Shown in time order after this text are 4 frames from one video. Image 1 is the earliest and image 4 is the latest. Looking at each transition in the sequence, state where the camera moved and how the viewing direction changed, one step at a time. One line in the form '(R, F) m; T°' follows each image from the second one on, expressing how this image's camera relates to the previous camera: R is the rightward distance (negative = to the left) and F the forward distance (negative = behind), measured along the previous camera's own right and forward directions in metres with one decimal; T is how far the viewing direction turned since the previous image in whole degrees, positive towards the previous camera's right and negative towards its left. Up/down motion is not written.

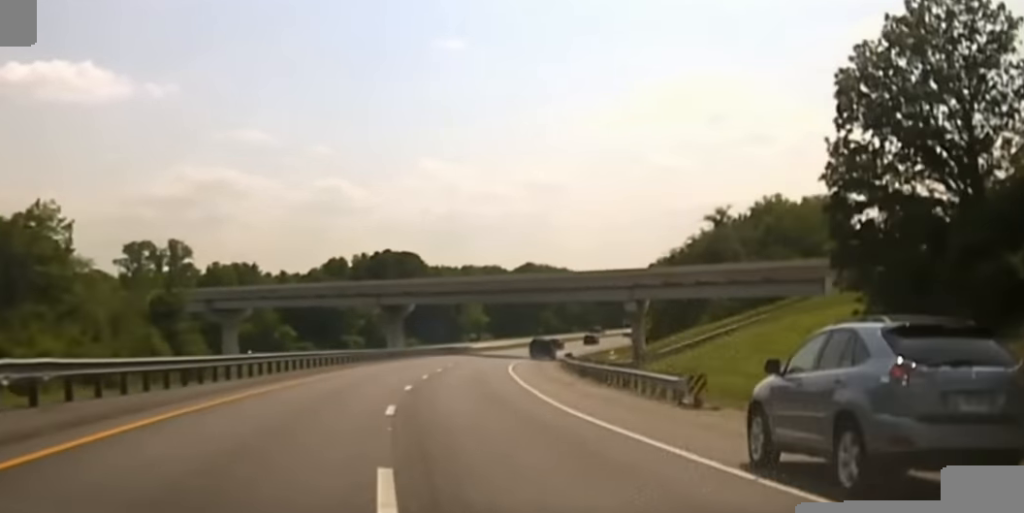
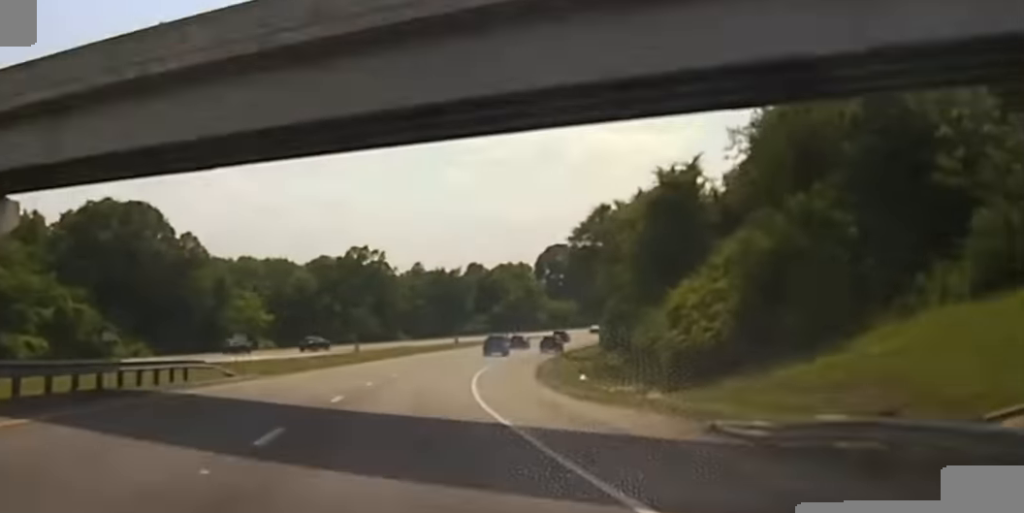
(+1.7, +95.4) m; +1°
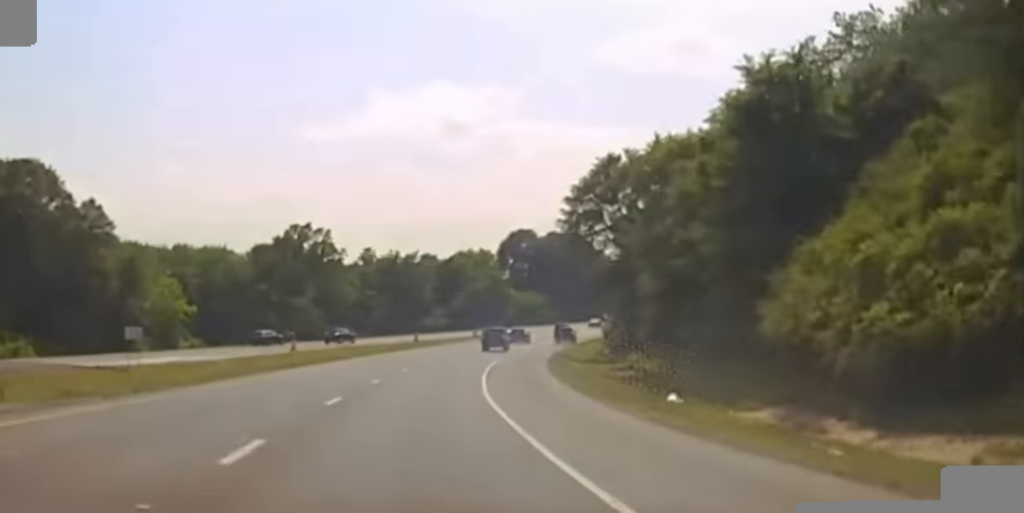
(0.0, +22.1) m; 0°
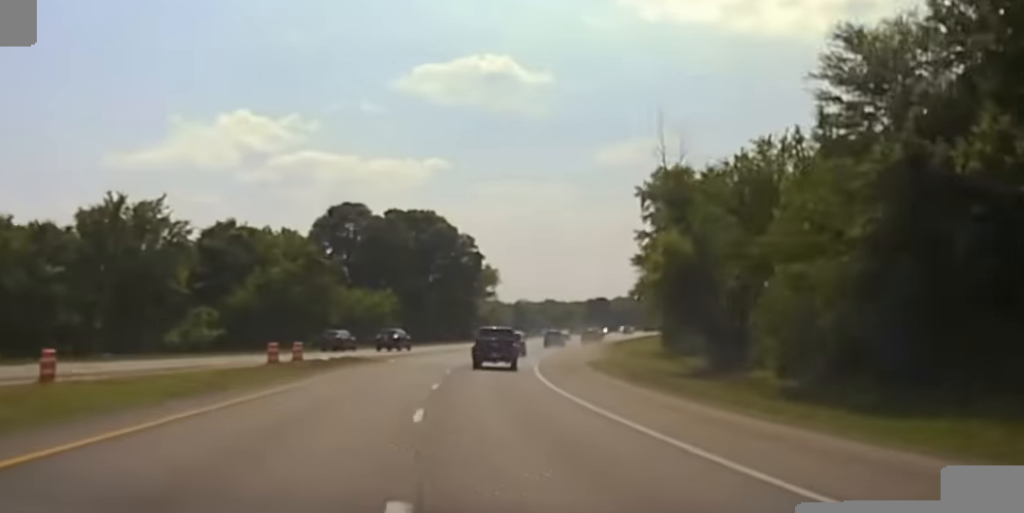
(0.0, +86.3) m; +9°
